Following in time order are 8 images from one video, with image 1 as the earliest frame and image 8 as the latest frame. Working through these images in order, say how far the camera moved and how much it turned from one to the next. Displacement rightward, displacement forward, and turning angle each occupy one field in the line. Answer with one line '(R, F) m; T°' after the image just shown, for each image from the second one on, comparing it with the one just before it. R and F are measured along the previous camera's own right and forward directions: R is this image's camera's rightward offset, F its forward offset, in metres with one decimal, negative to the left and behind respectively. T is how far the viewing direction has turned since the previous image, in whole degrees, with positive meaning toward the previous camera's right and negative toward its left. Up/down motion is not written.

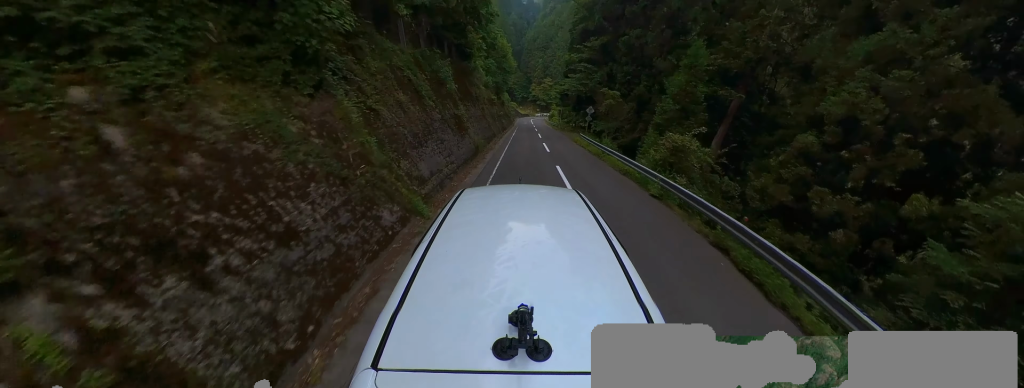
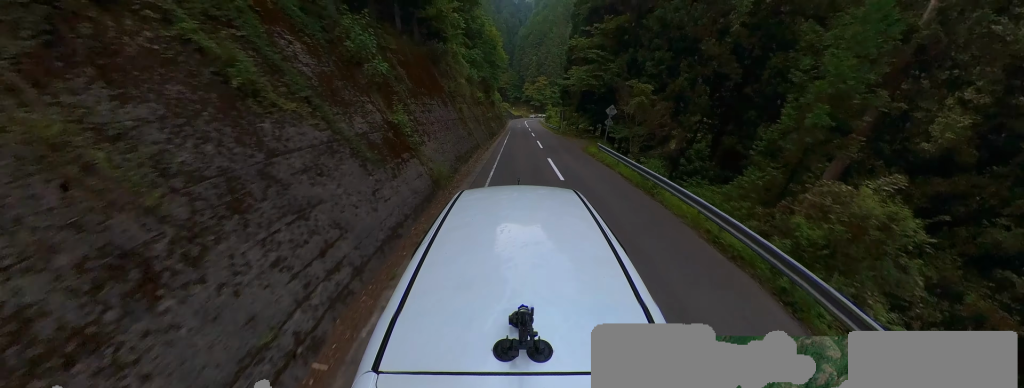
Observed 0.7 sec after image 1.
(+0.5, +7.1) m; -1°
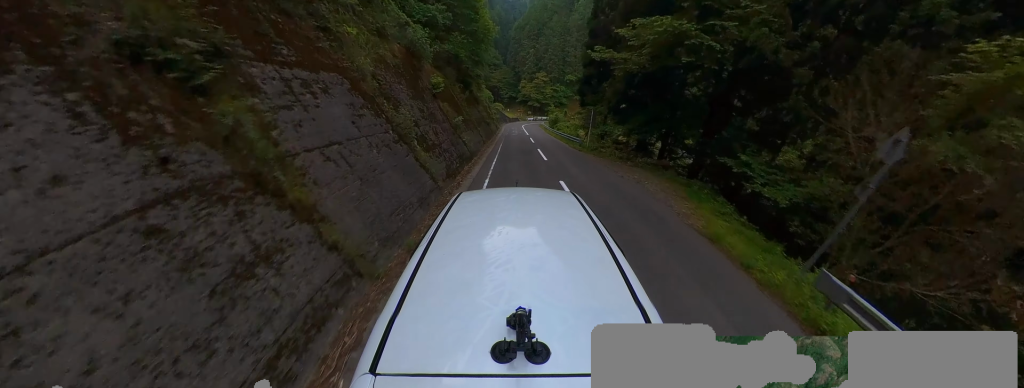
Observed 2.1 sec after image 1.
(-0.6, +14.9) m; +2°
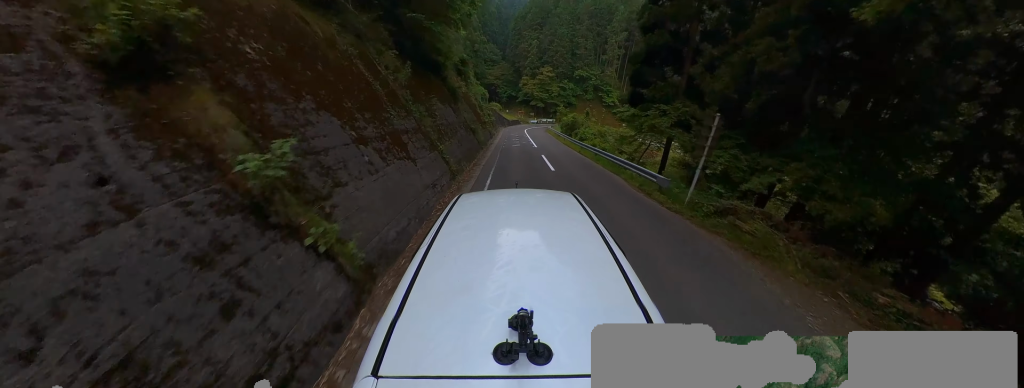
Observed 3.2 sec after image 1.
(+0.9, +12.9) m; +5°
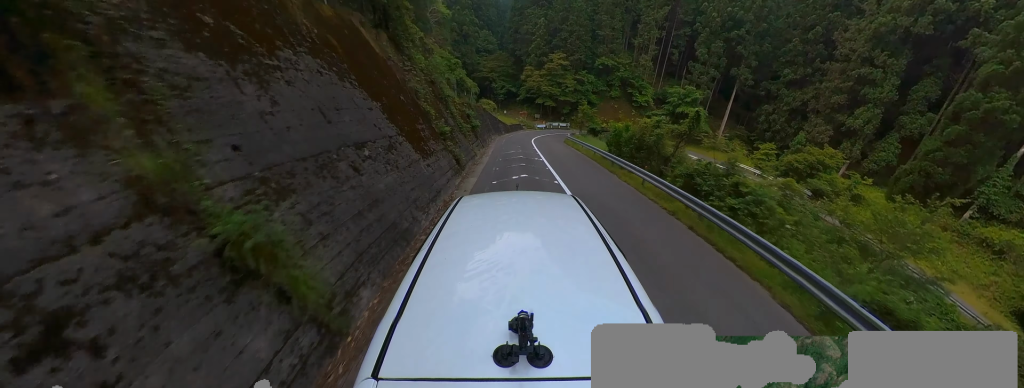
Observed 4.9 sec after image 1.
(+0.7, +19.5) m; -4°
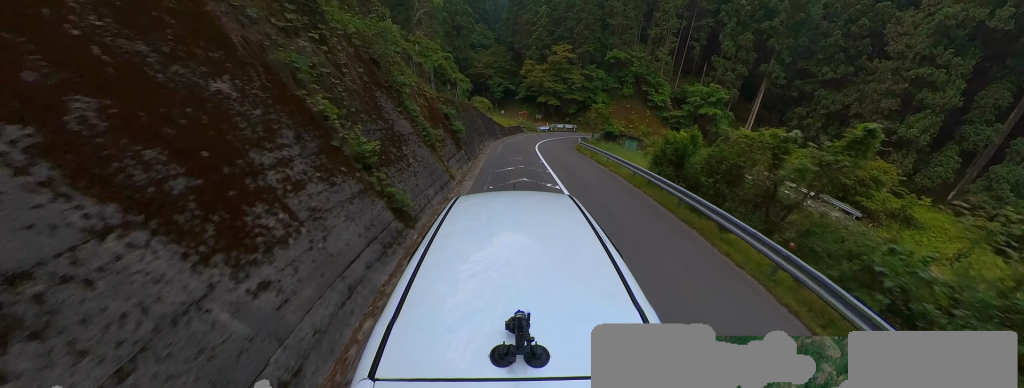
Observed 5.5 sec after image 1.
(-1.0, +7.1) m; -3°
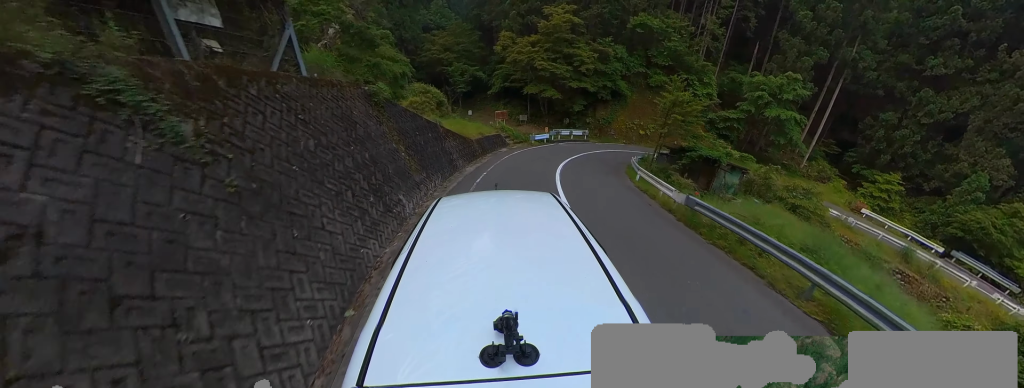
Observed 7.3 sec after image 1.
(+1.3, +17.7) m; +11°
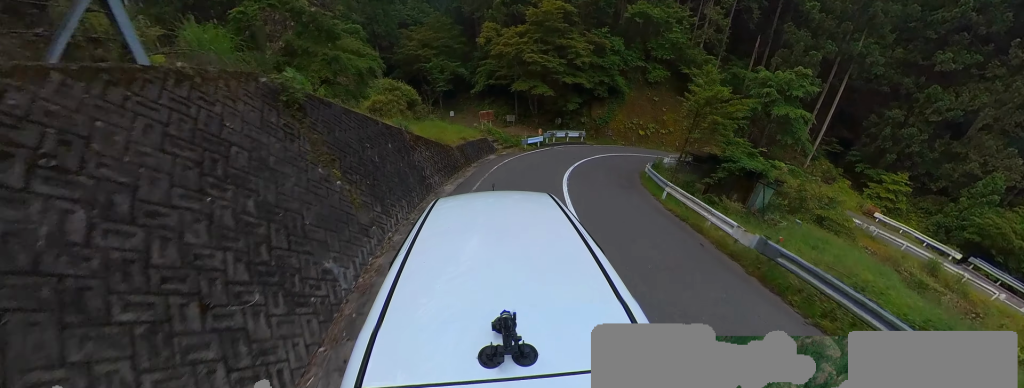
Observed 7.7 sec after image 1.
(0.0, +3.5) m; +3°
